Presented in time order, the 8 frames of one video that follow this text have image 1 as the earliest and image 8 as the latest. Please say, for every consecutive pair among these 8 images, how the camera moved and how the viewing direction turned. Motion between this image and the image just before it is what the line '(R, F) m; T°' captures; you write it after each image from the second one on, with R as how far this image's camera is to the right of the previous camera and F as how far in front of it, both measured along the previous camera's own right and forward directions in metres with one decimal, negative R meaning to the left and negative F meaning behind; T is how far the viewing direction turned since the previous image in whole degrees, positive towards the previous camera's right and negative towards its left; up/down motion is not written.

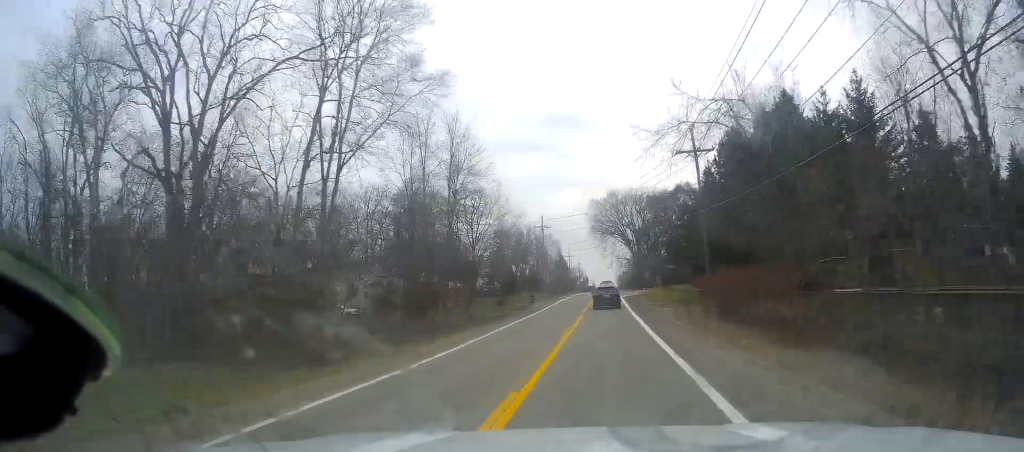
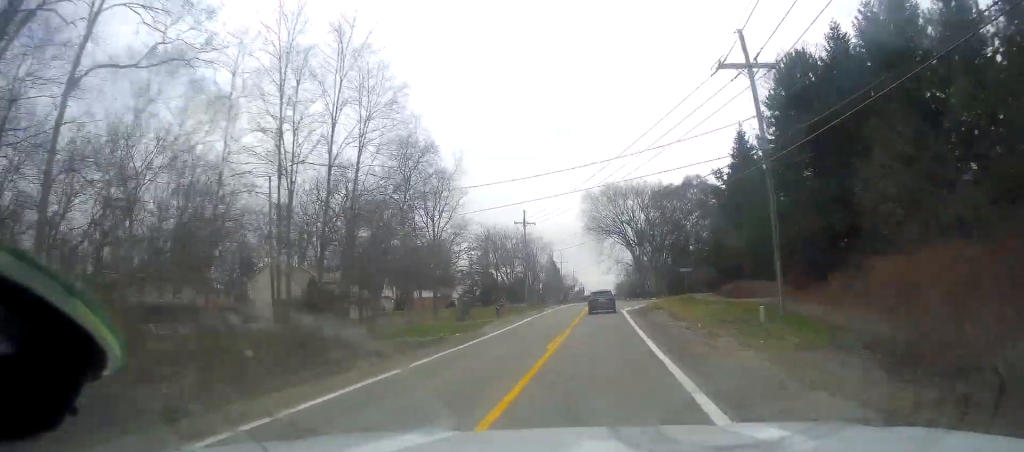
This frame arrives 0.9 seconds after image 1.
(+0.6, +19.0) m; +2°
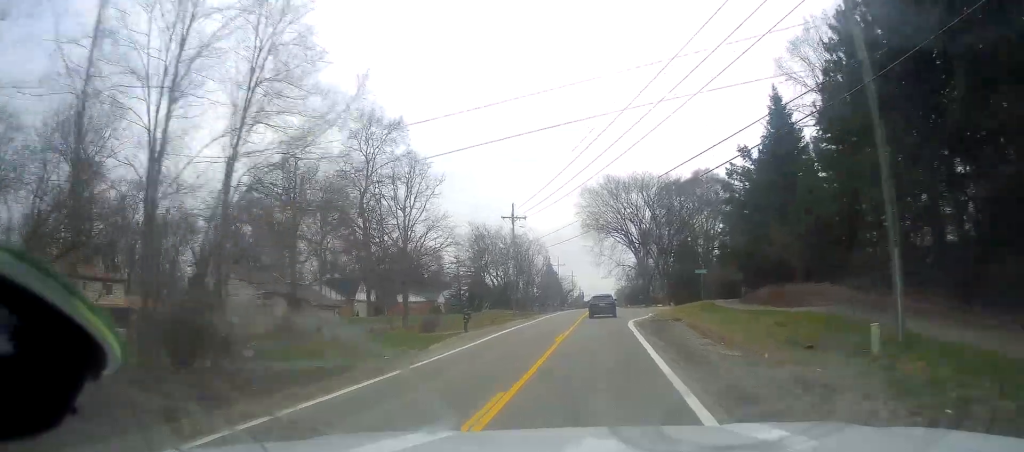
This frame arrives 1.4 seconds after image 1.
(+0.1, +10.9) m; 0°
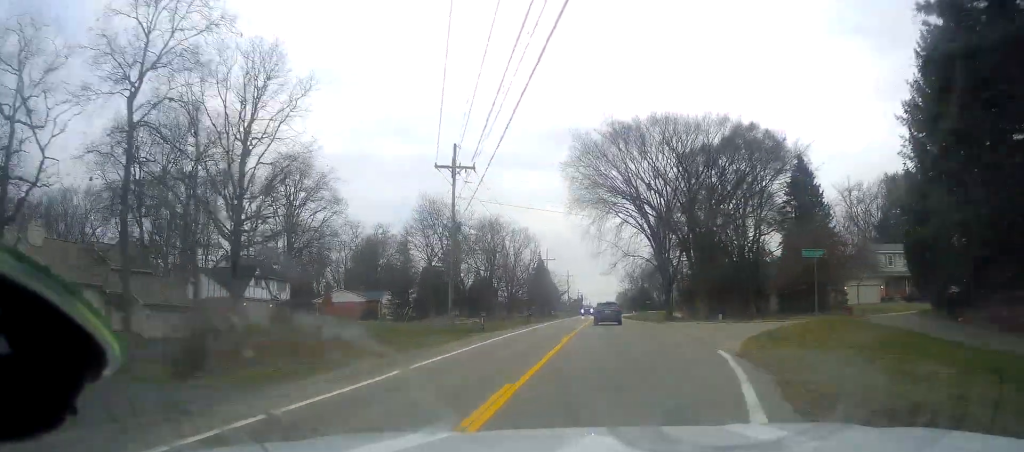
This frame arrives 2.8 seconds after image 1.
(-0.4, +30.2) m; -2°
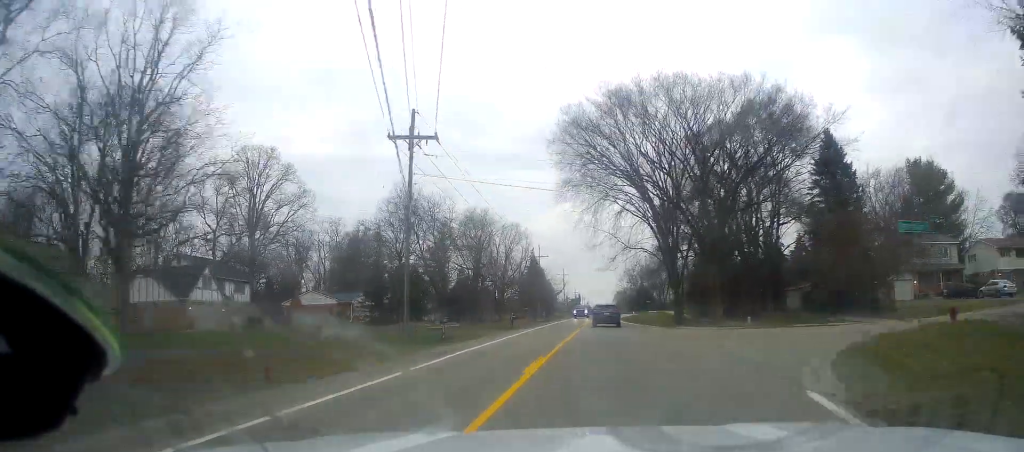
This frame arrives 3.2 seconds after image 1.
(0.0, +9.4) m; -1°
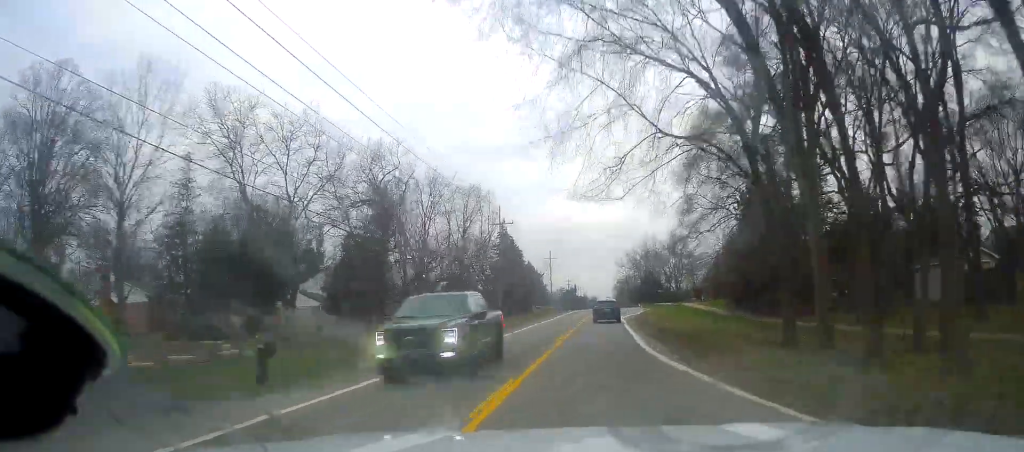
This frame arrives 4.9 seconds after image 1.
(+0.5, +36.9) m; +3°
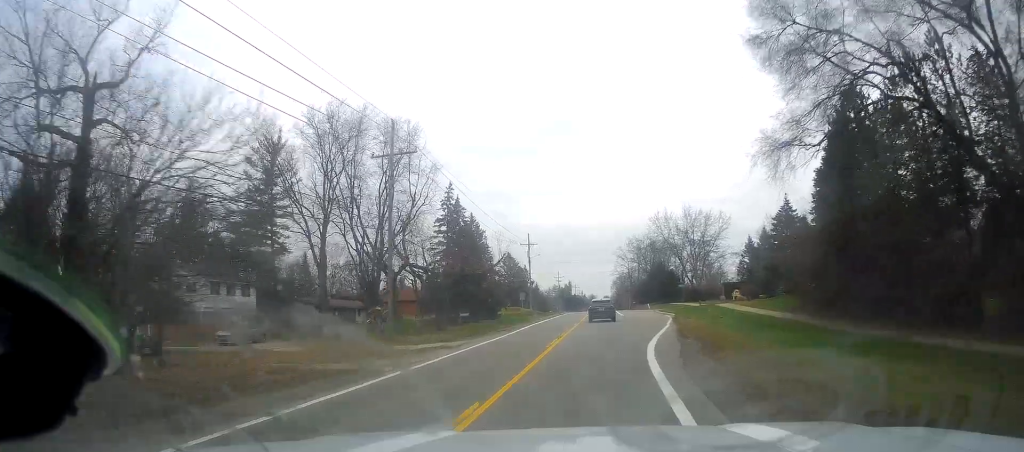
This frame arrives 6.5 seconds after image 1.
(-0.1, +32.9) m; -1°
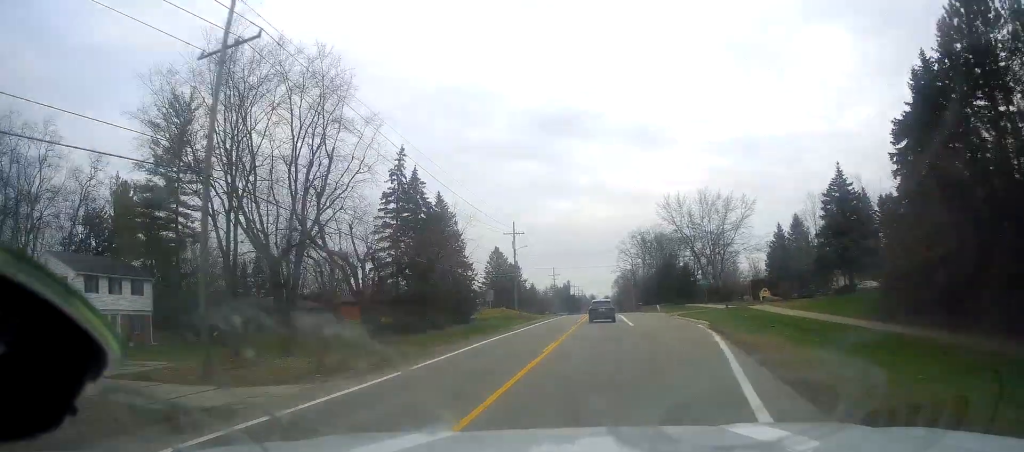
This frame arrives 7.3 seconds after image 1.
(-0.2, +16.6) m; 0°
